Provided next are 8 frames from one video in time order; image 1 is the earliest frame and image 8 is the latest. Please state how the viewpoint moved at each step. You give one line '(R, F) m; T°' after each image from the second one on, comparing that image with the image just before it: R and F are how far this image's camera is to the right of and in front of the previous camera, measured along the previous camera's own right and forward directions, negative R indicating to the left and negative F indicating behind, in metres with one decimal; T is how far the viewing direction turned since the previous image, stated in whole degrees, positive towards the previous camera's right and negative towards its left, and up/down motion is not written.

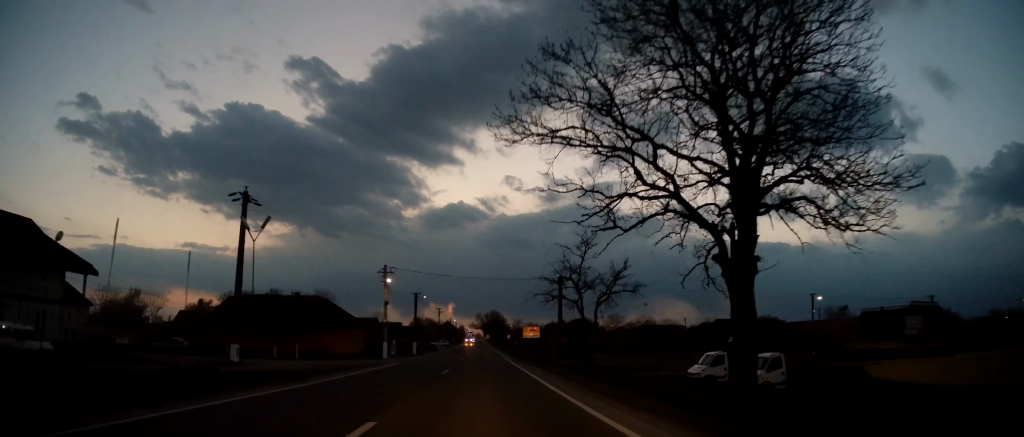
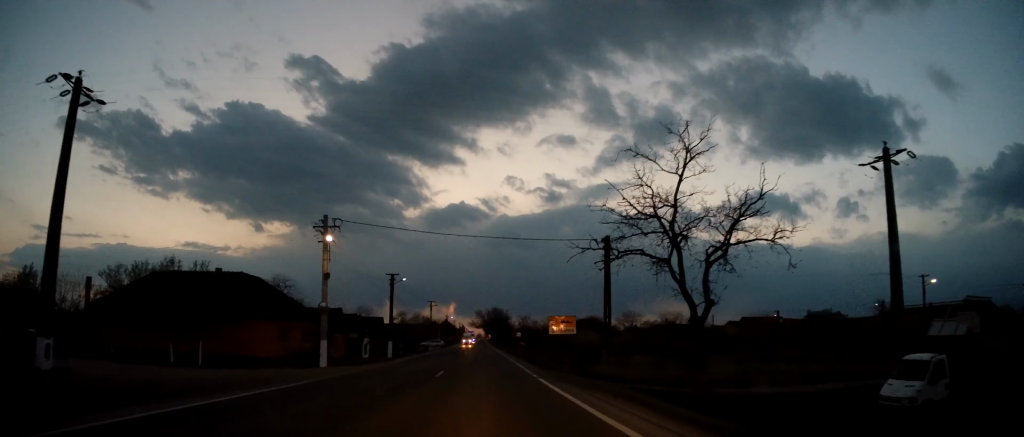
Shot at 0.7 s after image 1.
(+0.4, +18.7) m; 0°
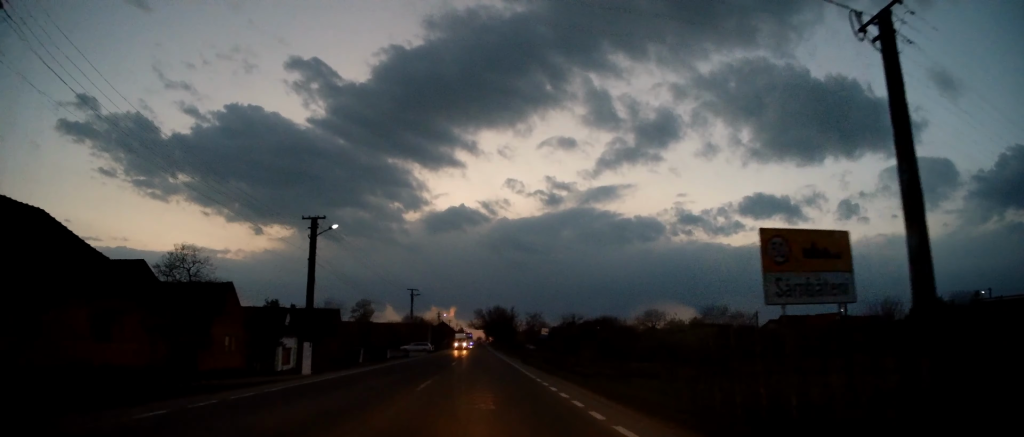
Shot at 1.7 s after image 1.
(-0.4, +23.5) m; -1°
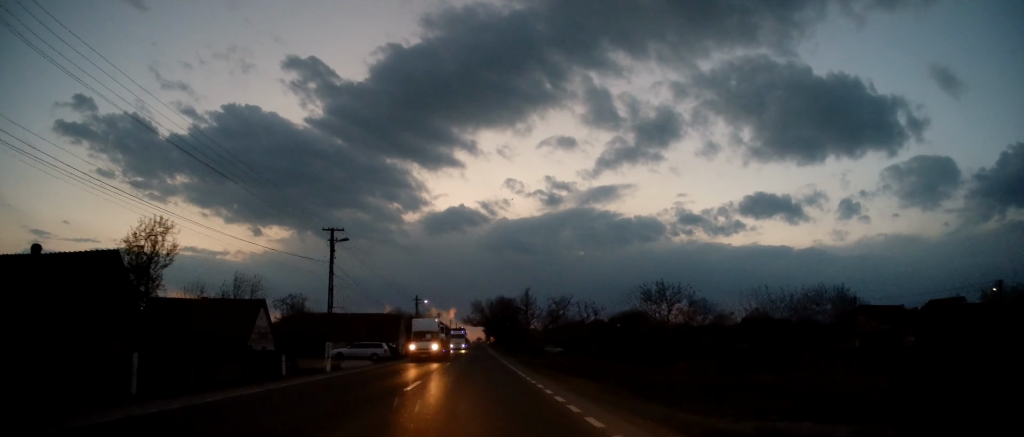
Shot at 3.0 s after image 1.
(+0.3, +34.0) m; +1°
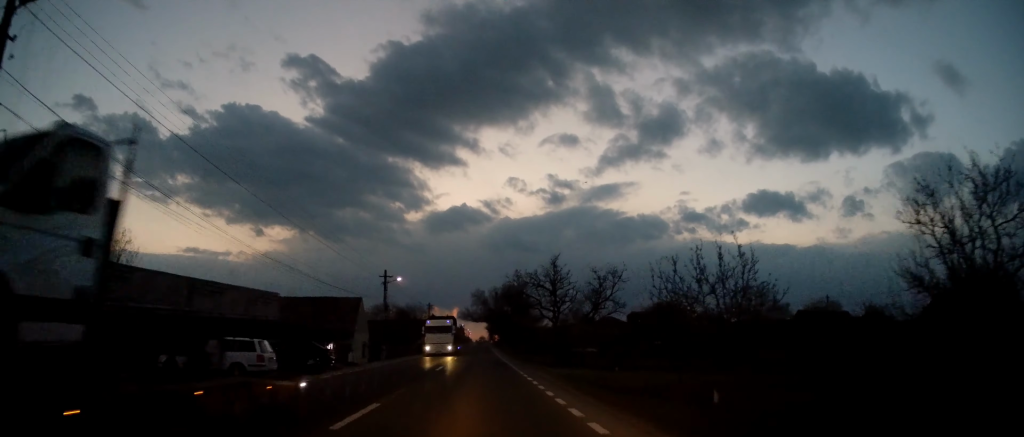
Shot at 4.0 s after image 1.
(0.0, +23.9) m; 0°
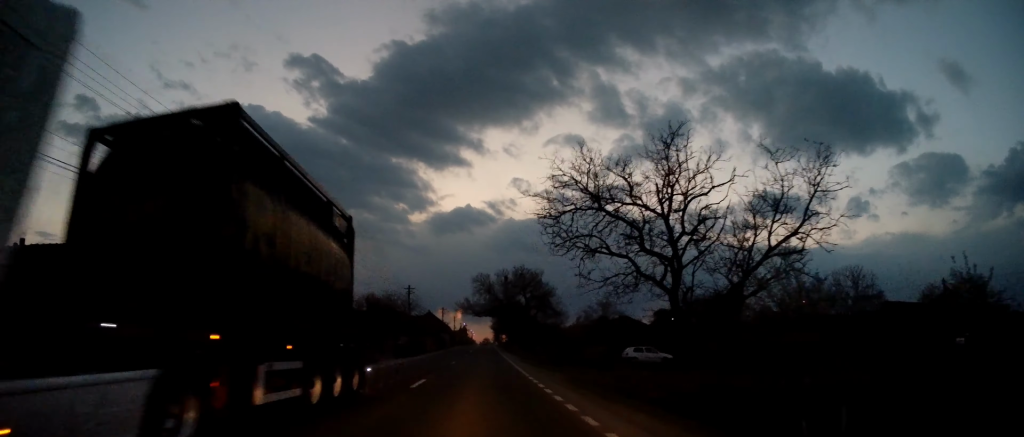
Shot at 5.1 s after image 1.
(-0.1, +26.2) m; -1°
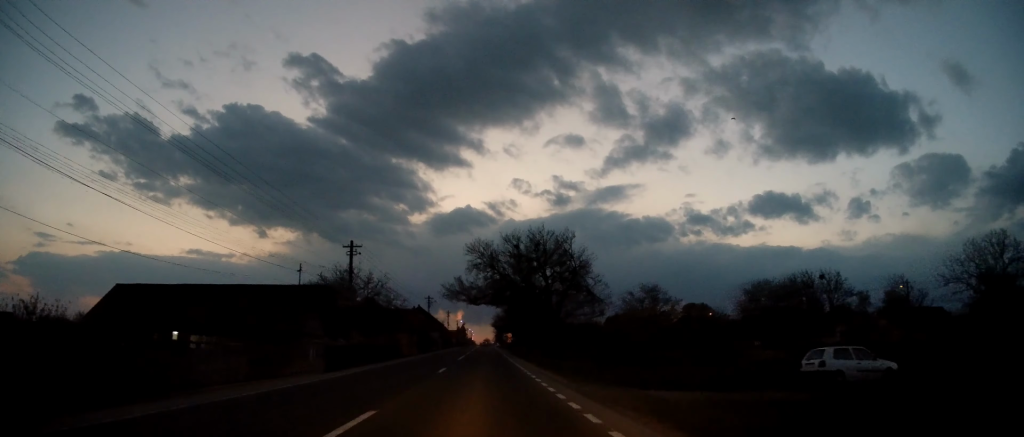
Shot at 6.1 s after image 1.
(-0.5, +25.2) m; -1°
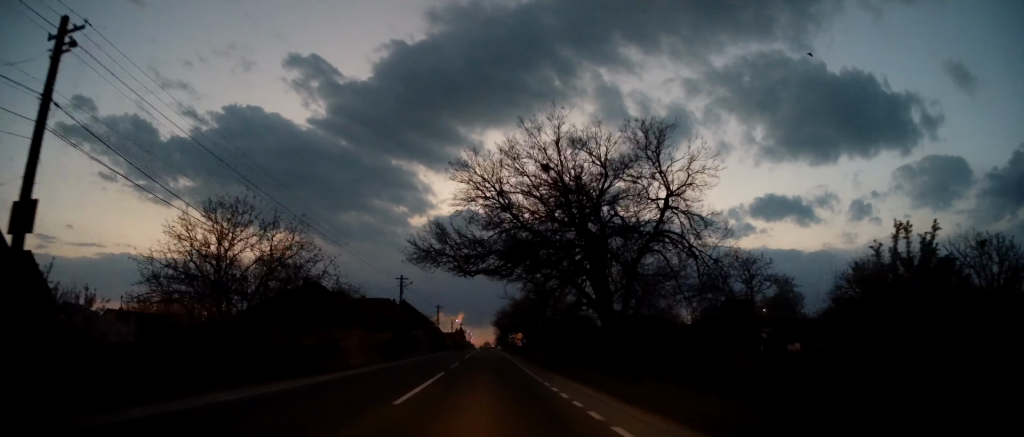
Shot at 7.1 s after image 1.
(0.0, +24.9) m; +1°
